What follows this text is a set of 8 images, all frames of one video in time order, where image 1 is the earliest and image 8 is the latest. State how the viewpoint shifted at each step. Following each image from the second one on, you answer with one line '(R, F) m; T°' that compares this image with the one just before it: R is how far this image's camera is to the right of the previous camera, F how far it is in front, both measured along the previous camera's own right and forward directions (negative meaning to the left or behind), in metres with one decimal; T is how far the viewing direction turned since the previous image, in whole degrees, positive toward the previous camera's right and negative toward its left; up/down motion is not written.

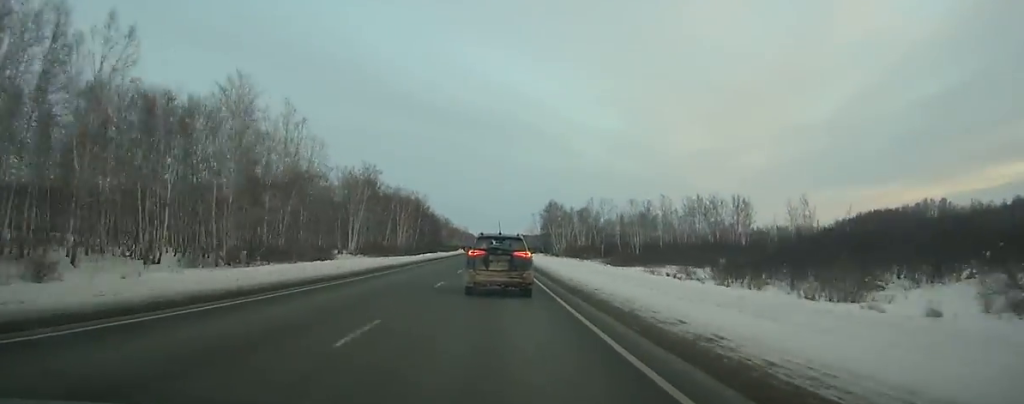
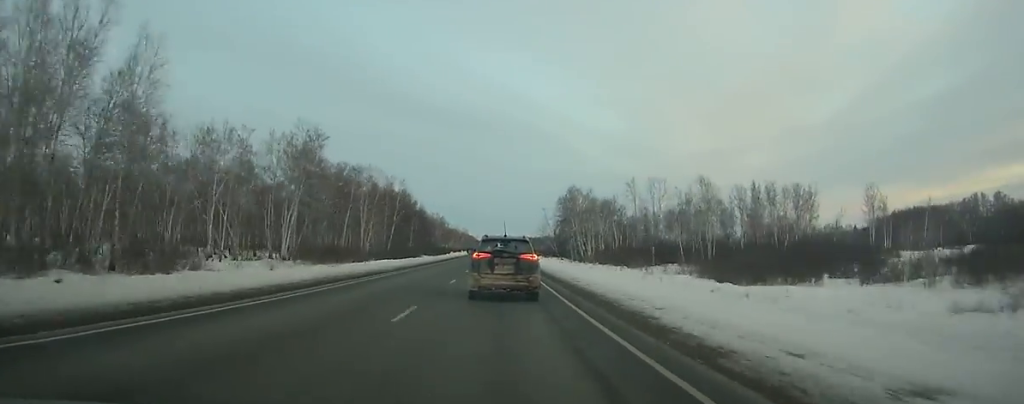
(0.0, +44.0) m; 0°
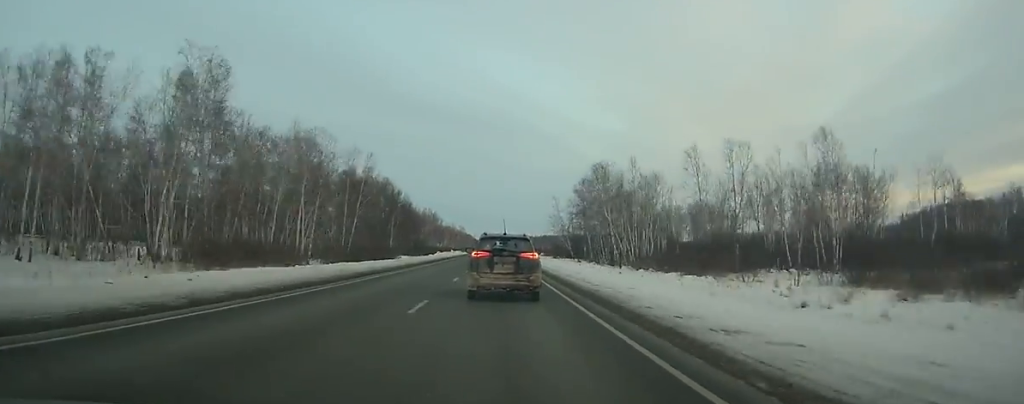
(-0.1, +34.3) m; 0°
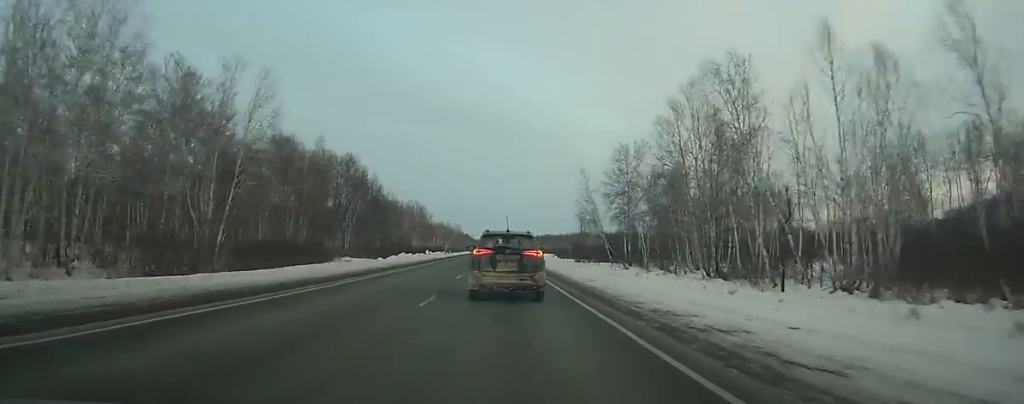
(0.0, +46.2) m; 0°
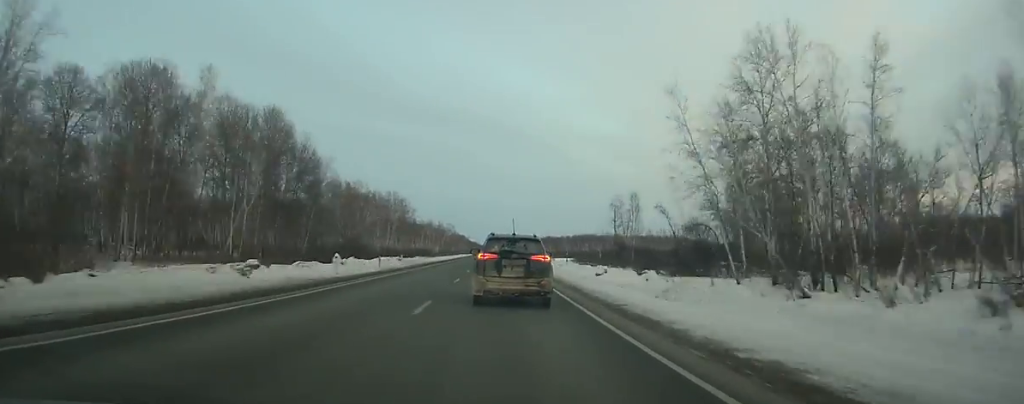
(0.0, +48.4) m; 0°
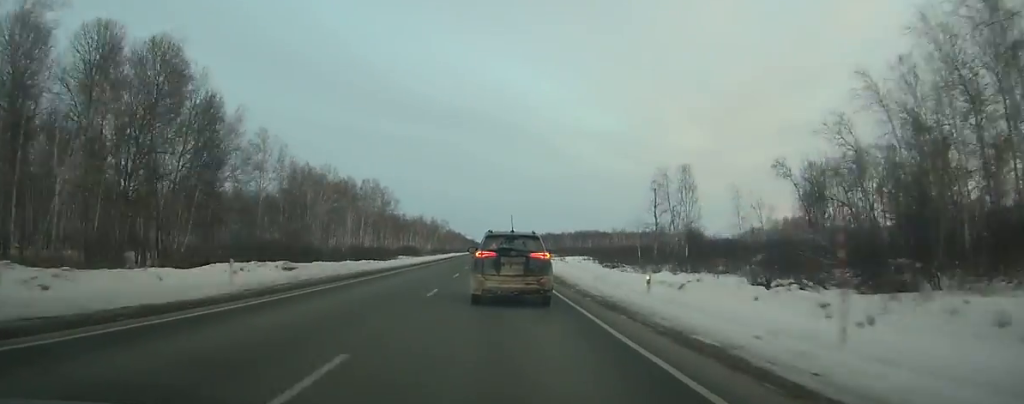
(+0.1, +31.3) m; 0°
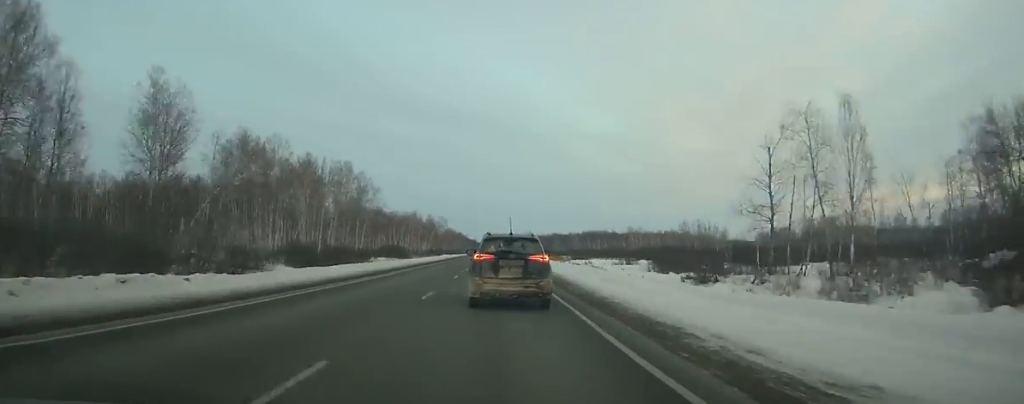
(+0.1, +36.0) m; 0°
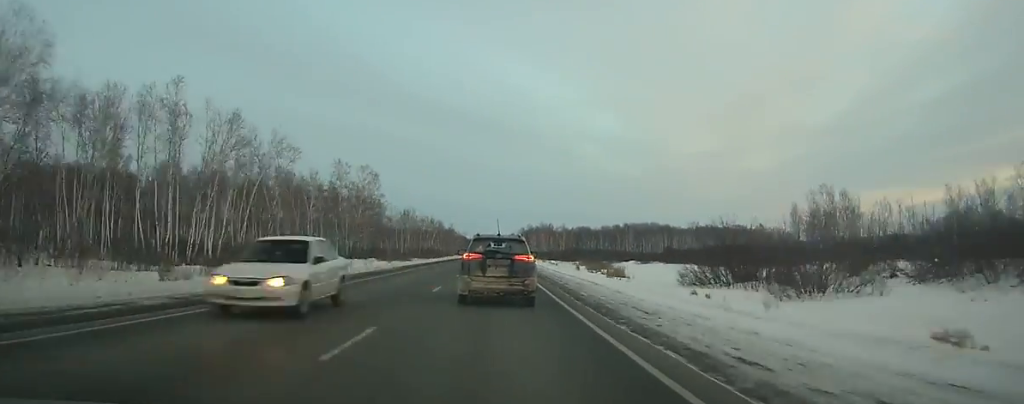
(-1.2, +211.6) m; 0°
